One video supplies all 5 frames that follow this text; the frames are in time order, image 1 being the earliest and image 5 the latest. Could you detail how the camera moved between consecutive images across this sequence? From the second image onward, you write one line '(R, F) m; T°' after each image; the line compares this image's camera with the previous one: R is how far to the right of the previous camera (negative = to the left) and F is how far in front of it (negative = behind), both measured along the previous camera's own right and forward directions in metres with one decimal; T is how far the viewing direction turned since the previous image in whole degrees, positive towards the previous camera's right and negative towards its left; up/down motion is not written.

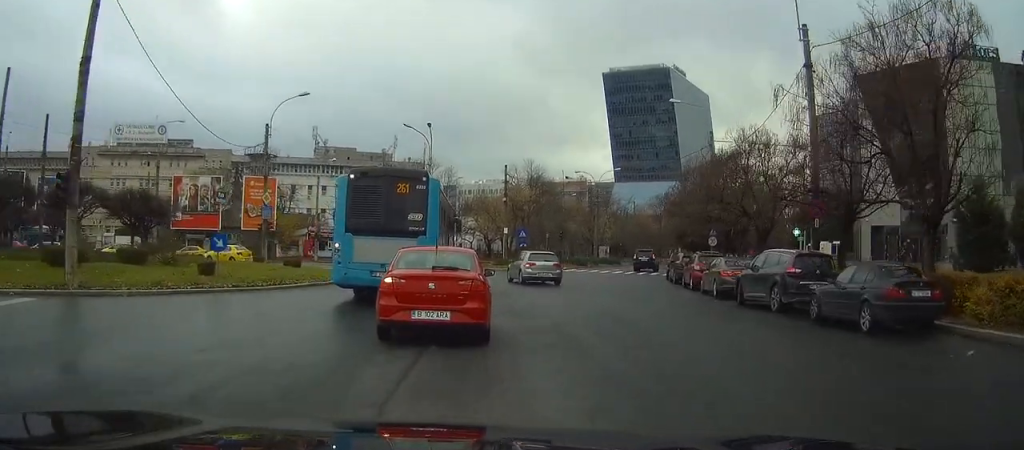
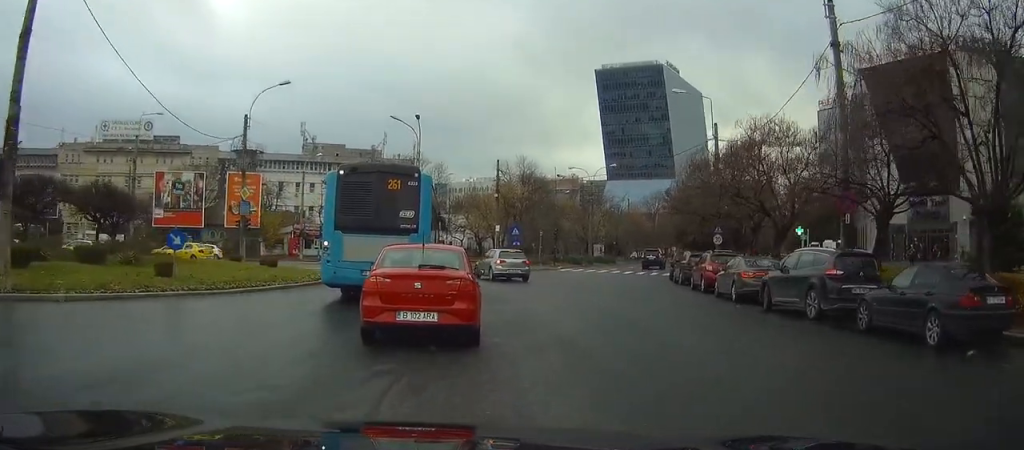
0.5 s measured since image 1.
(+0.1, +2.8) m; -1°
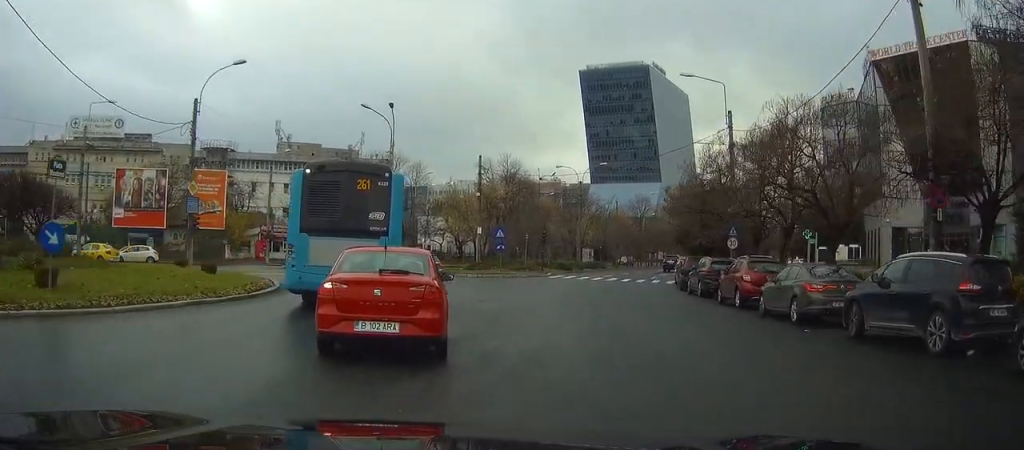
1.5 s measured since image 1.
(-0.3, +5.9) m; -5°
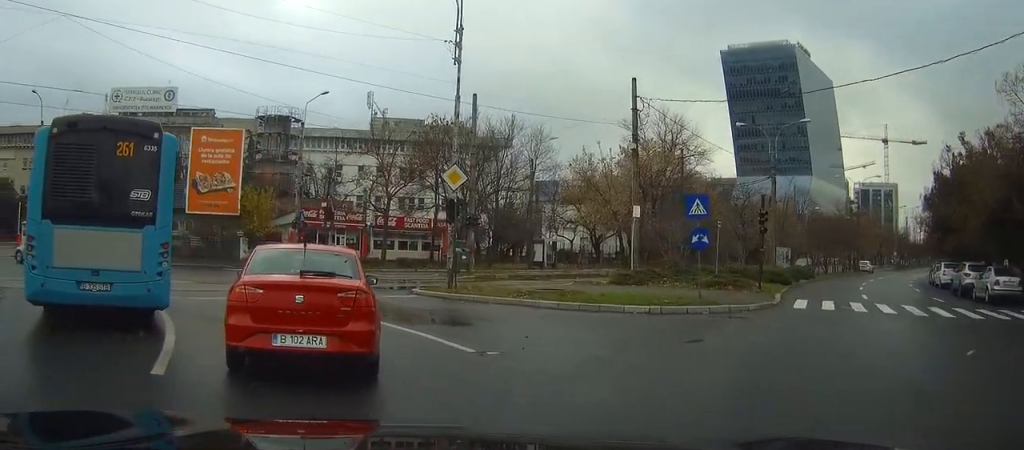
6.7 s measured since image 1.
(-2.5, +26.5) m; -13°
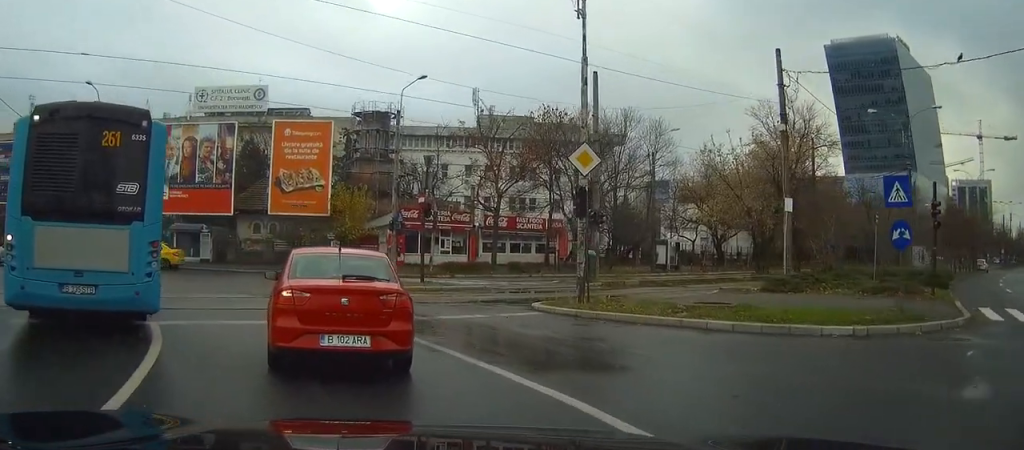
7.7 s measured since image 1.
(-0.4, +4.5) m; -13°
